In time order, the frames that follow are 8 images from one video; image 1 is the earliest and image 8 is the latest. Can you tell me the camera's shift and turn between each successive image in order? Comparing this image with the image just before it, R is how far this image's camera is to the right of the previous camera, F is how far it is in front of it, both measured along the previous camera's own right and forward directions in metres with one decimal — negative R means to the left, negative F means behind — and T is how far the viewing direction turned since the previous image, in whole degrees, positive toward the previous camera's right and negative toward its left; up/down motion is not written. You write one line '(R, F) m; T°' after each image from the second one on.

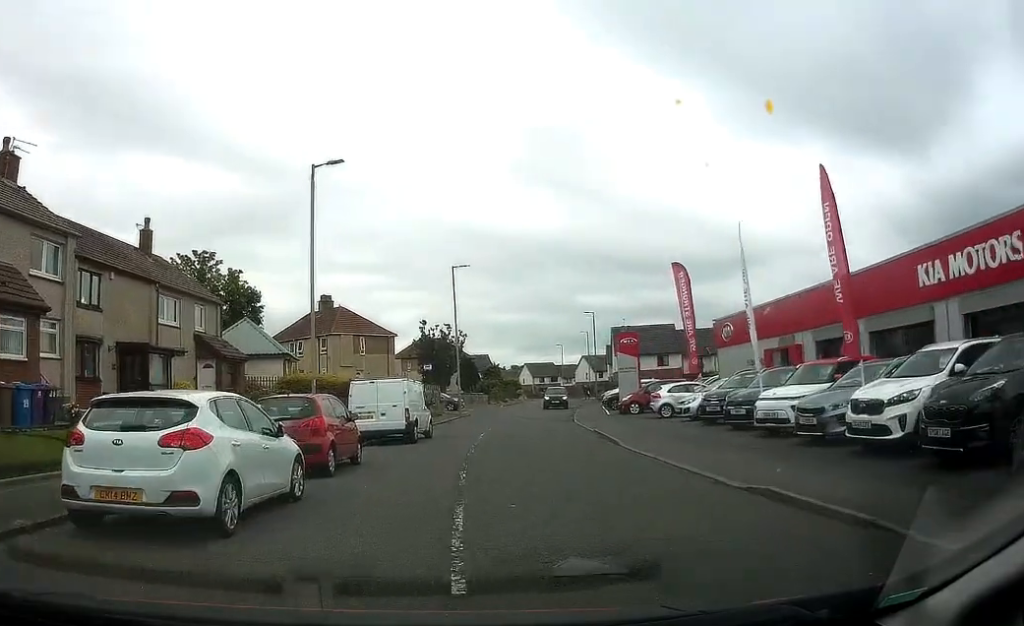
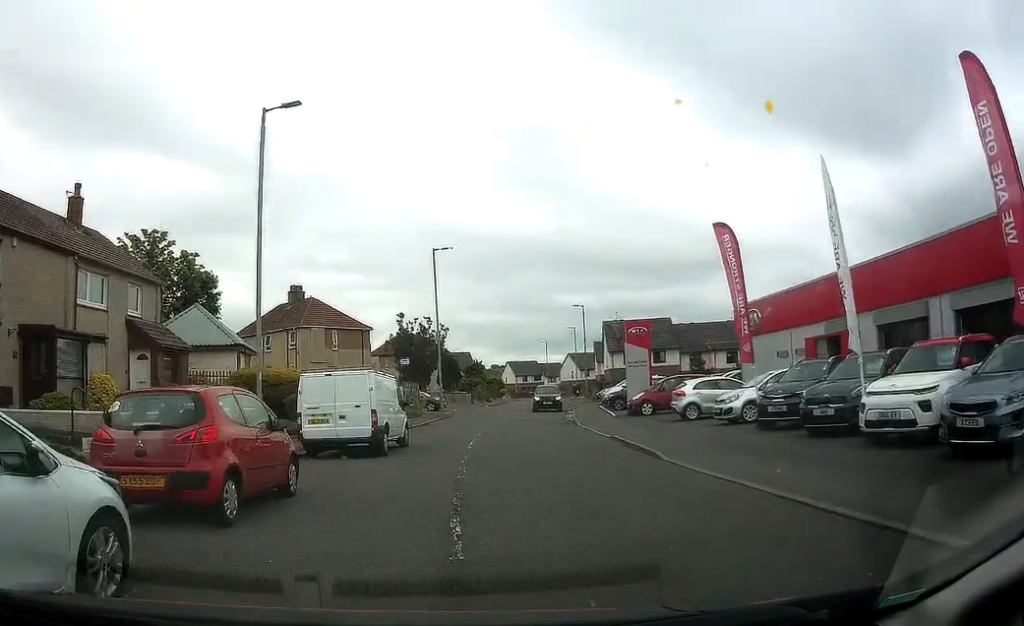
(+0.3, +5.3) m; -1°
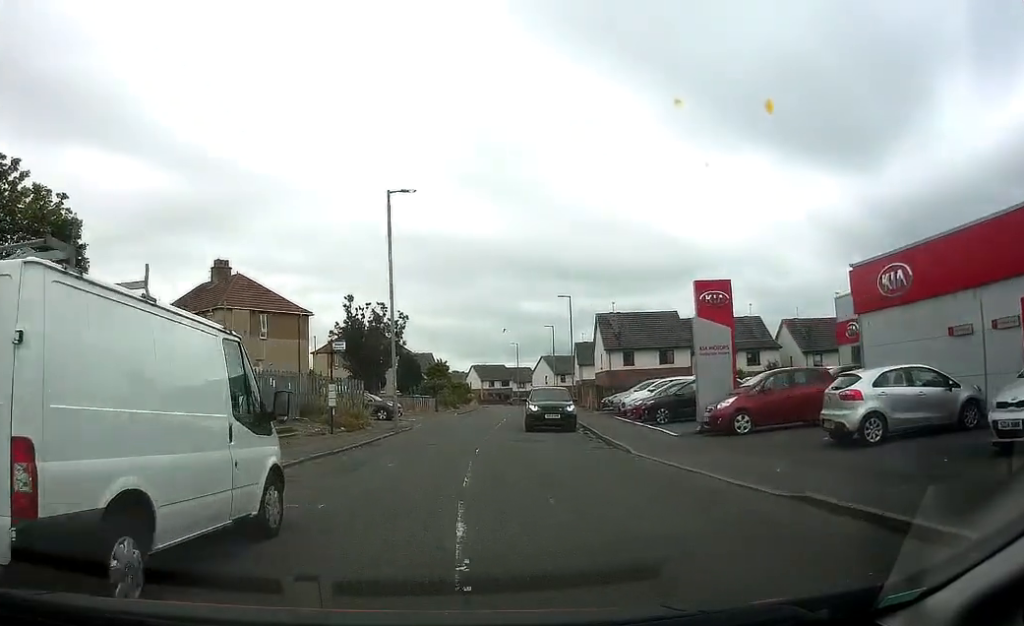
(-0.8, +13.0) m; -3°
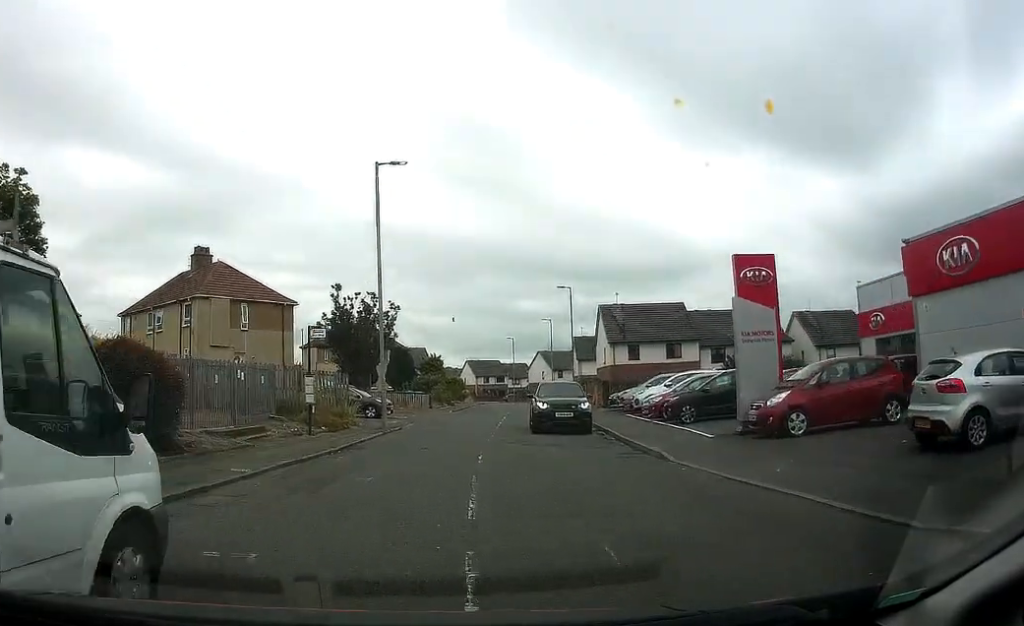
(+0.1, +3.0) m; +1°
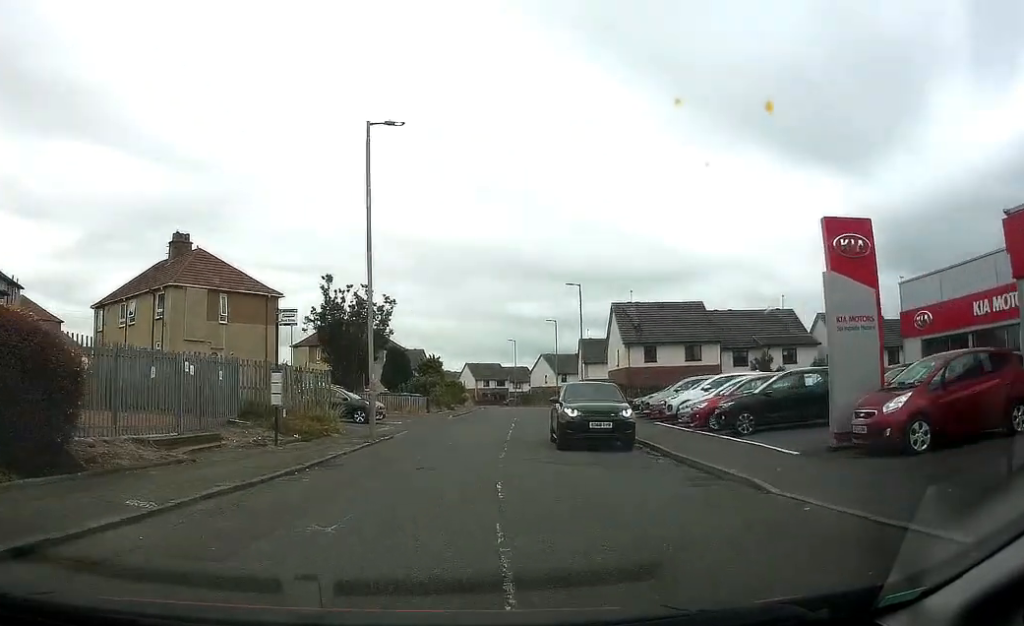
(+0.1, +4.5) m; +2°
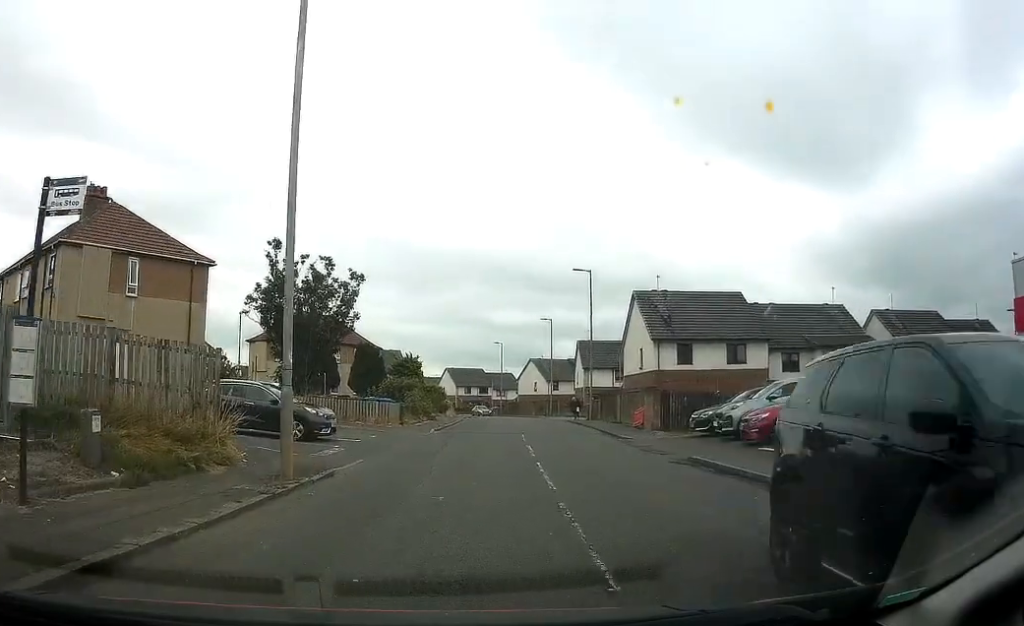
(+0.5, +10.5) m; +2°
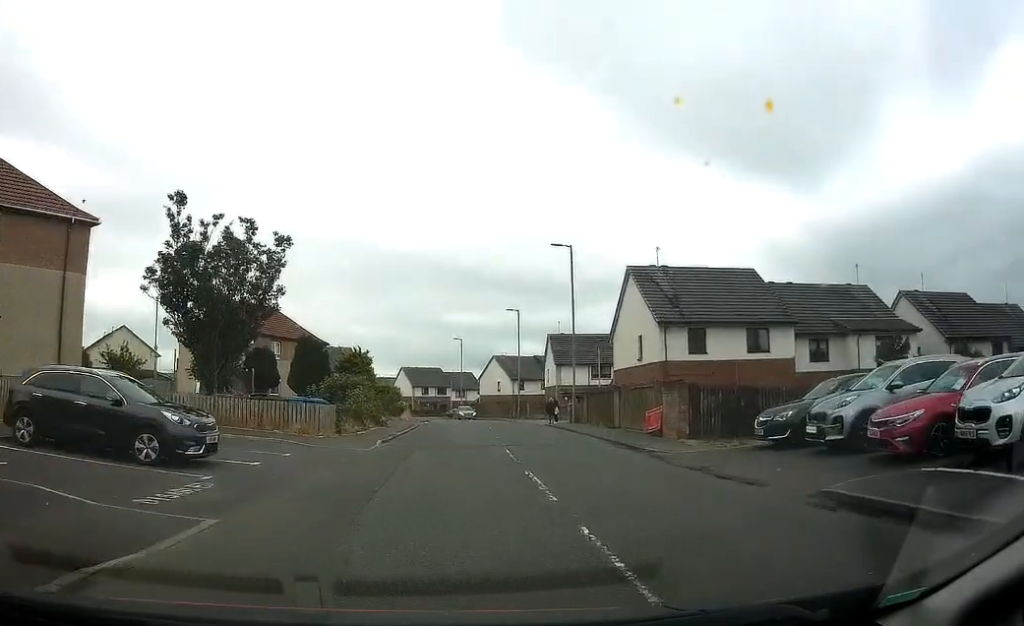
(-0.2, +7.6) m; +2°
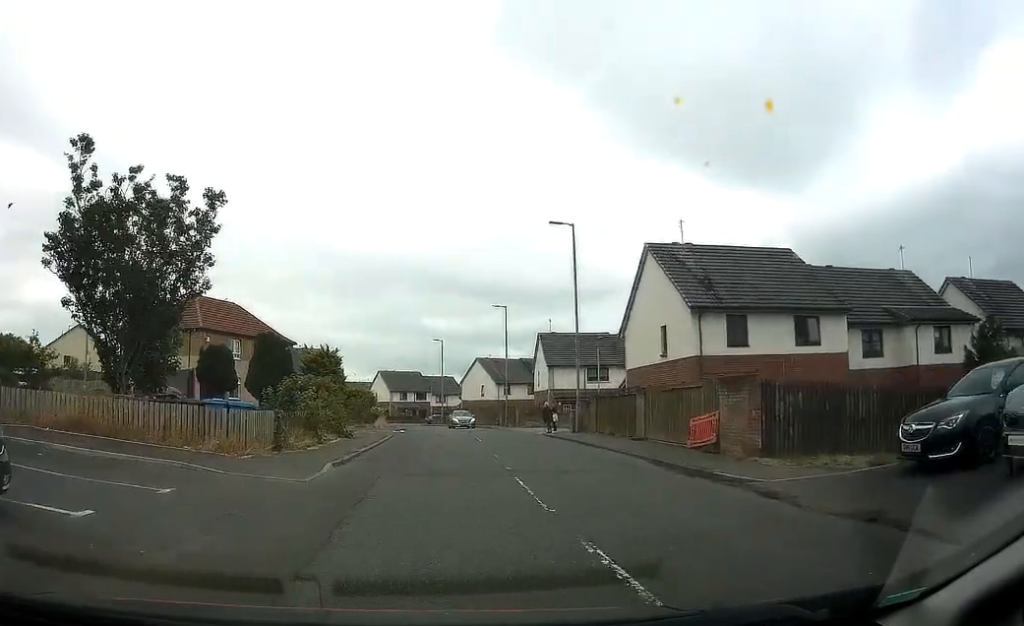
(+0.3, +6.3) m; +2°
